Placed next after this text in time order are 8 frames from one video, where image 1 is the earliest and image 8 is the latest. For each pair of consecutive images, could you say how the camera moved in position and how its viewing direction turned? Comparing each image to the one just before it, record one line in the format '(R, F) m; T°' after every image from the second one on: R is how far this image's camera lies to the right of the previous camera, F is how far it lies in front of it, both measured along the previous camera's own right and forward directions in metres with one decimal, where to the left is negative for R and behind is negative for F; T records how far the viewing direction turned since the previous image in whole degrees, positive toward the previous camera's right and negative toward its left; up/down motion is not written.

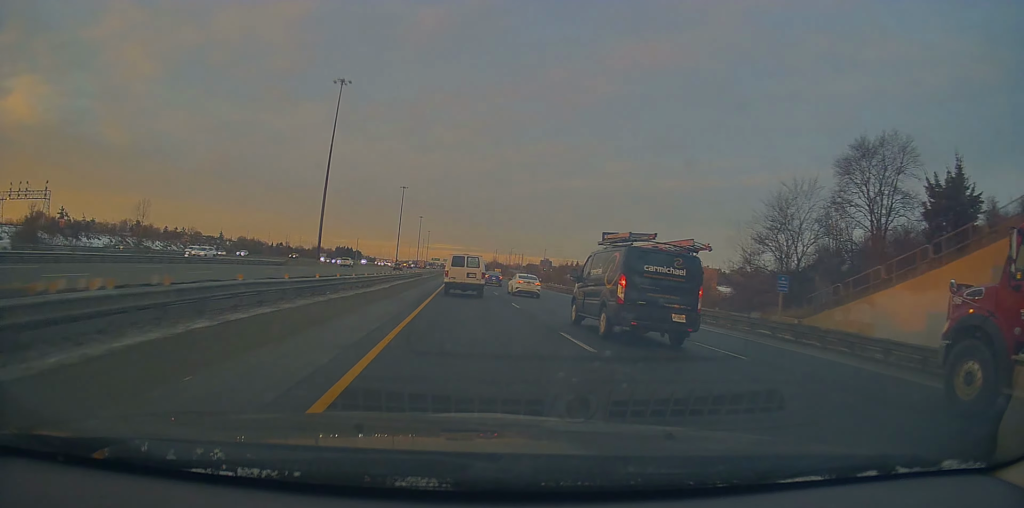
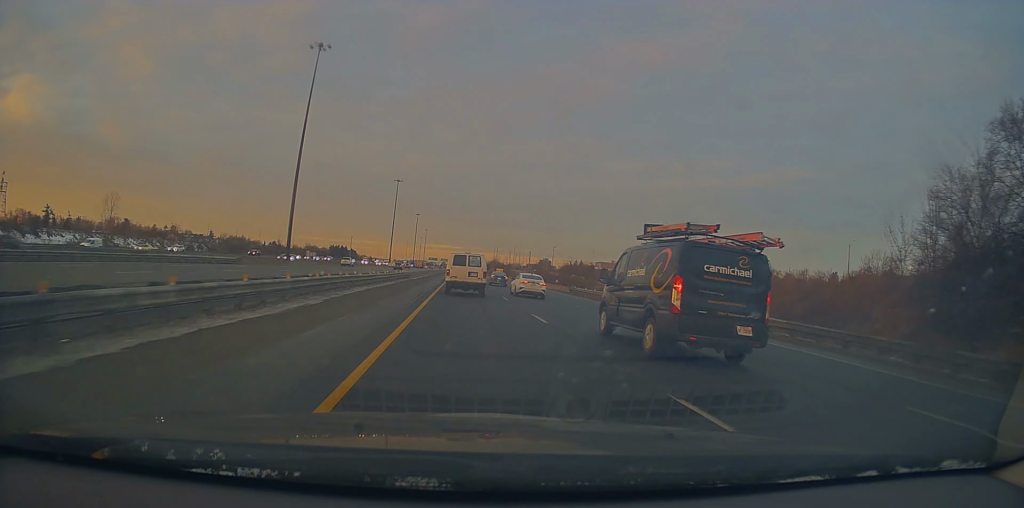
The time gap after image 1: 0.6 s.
(0.0, +18.9) m; +1°
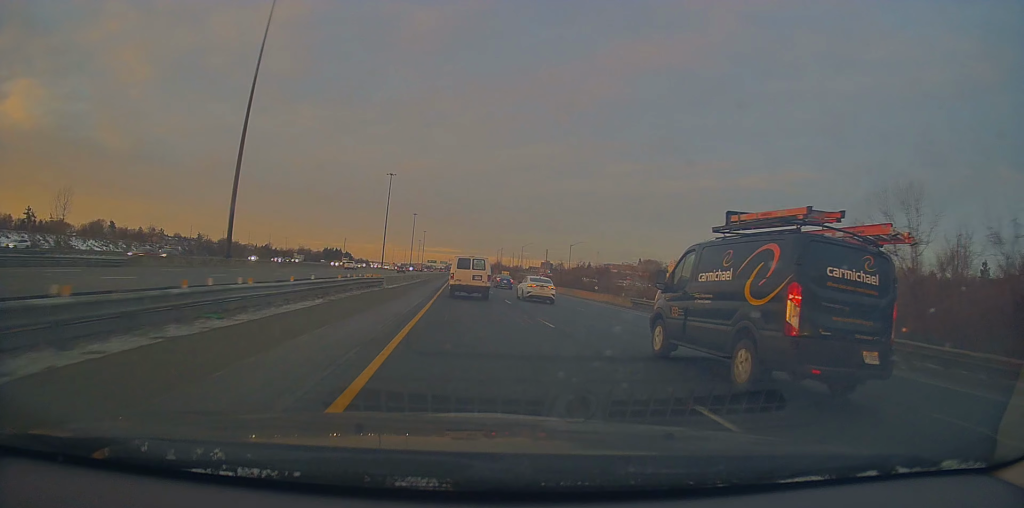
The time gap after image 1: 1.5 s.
(+0.9, +24.5) m; 0°
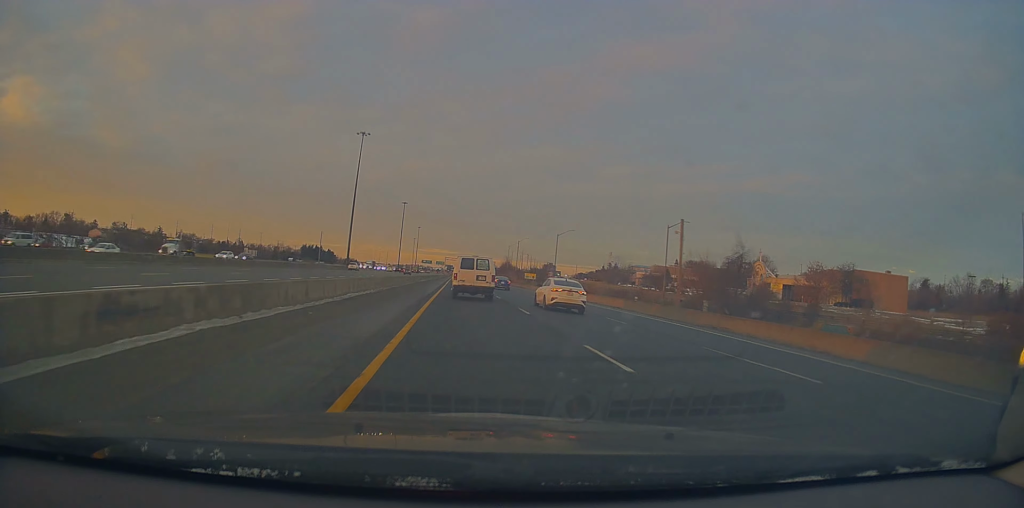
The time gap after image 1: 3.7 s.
(-0.3, +65.8) m; +1°
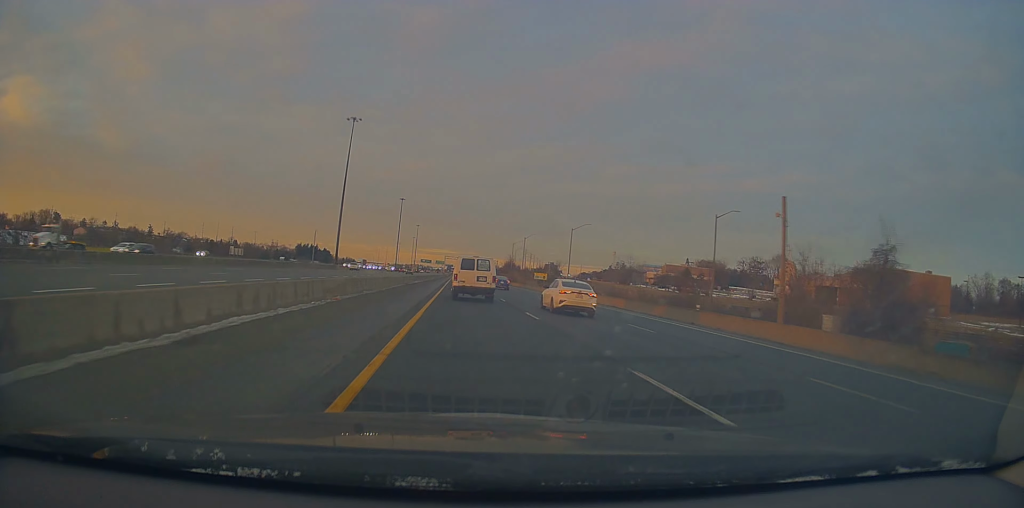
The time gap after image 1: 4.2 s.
(-0.1, +14.5) m; -1°
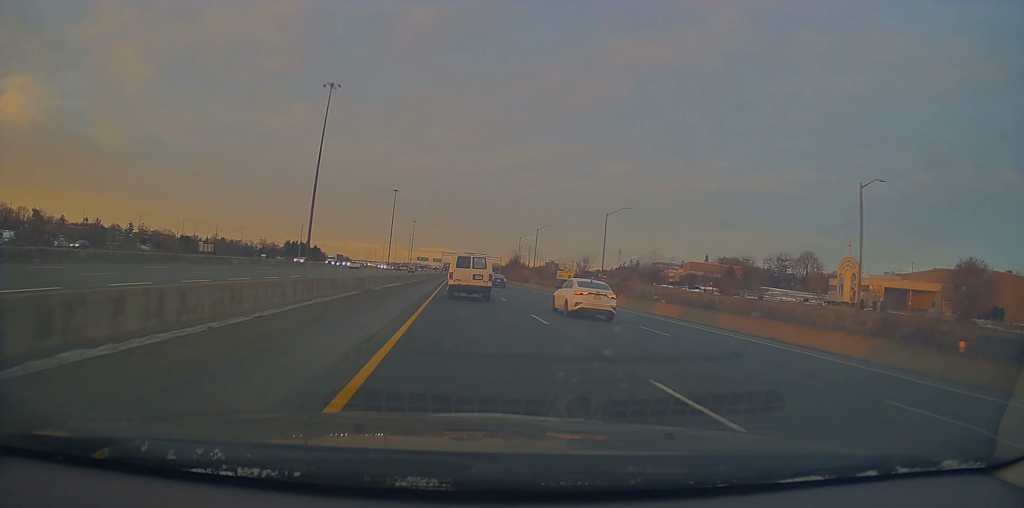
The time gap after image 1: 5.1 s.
(-0.2, +25.1) m; 0°
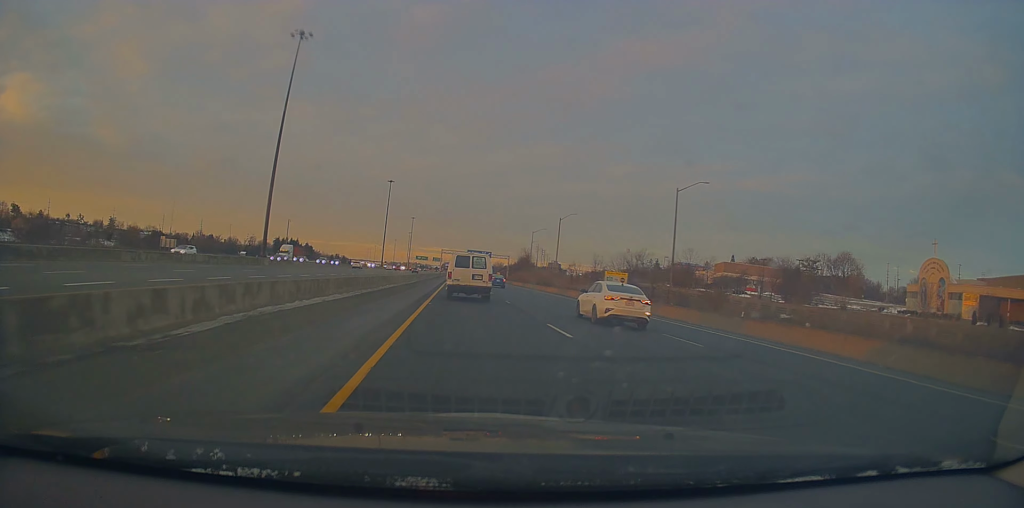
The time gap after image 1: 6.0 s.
(+0.2, +26.2) m; 0°
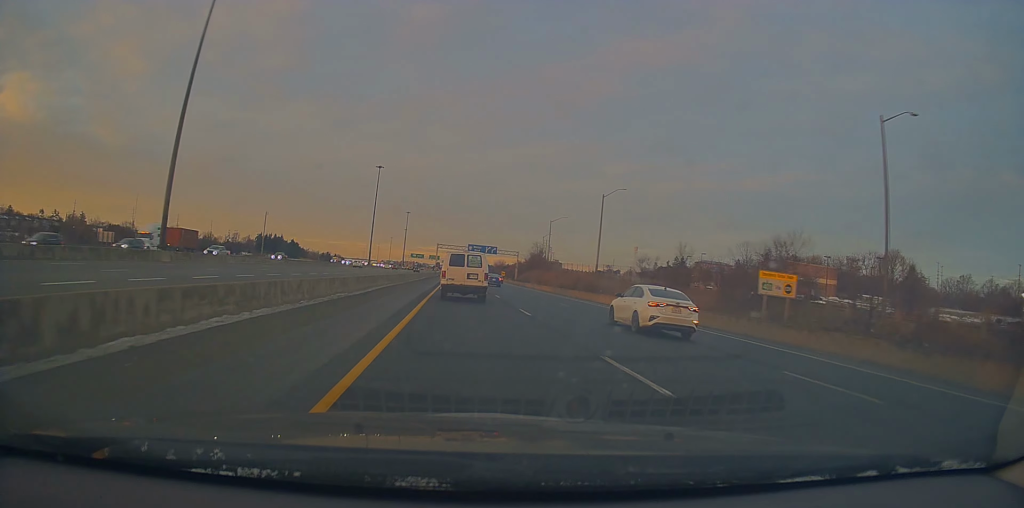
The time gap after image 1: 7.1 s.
(-0.2, +30.7) m; 0°
